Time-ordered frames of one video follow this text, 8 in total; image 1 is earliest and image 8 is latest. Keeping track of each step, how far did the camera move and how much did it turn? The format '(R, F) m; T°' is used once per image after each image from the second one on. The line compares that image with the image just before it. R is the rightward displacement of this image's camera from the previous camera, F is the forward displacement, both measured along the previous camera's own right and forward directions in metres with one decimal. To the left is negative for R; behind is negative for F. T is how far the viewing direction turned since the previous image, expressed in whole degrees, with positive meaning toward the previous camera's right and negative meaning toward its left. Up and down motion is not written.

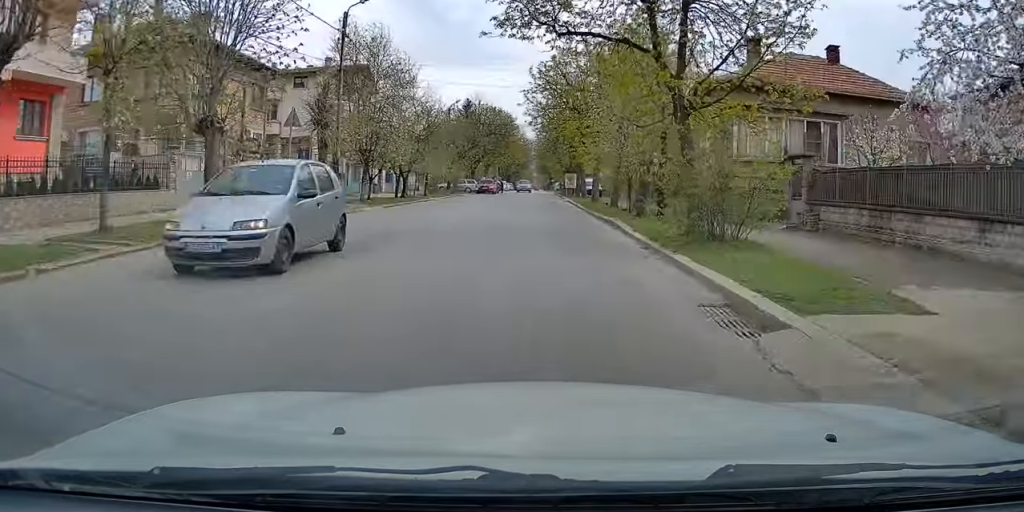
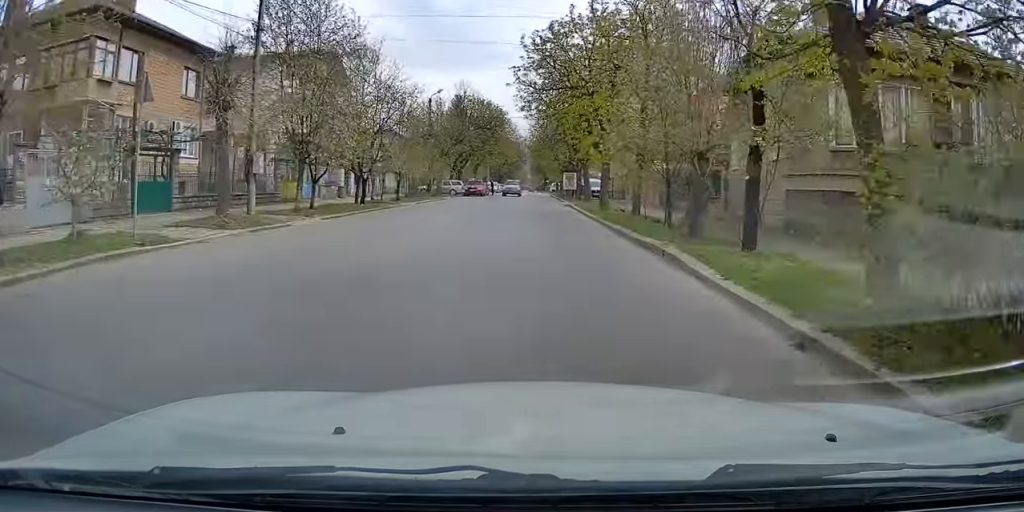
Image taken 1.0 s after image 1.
(+0.3, +7.9) m; +3°
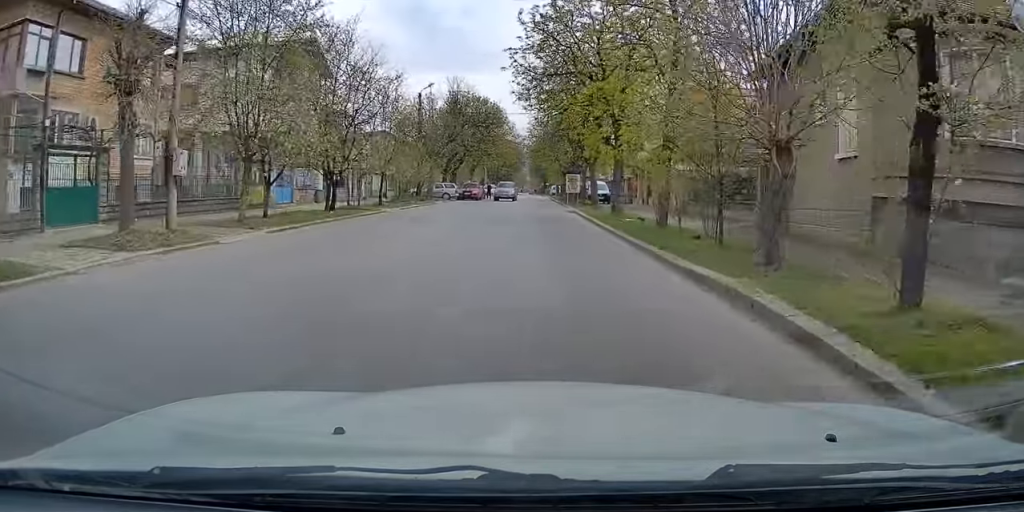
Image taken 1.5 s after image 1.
(+0.1, +4.6) m; -1°
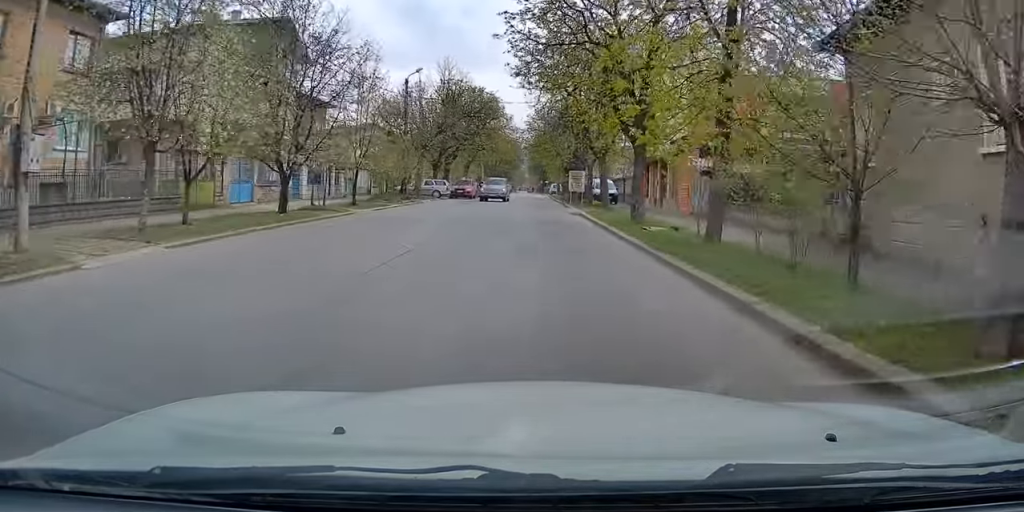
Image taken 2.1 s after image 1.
(+0.1, +5.1) m; -2°
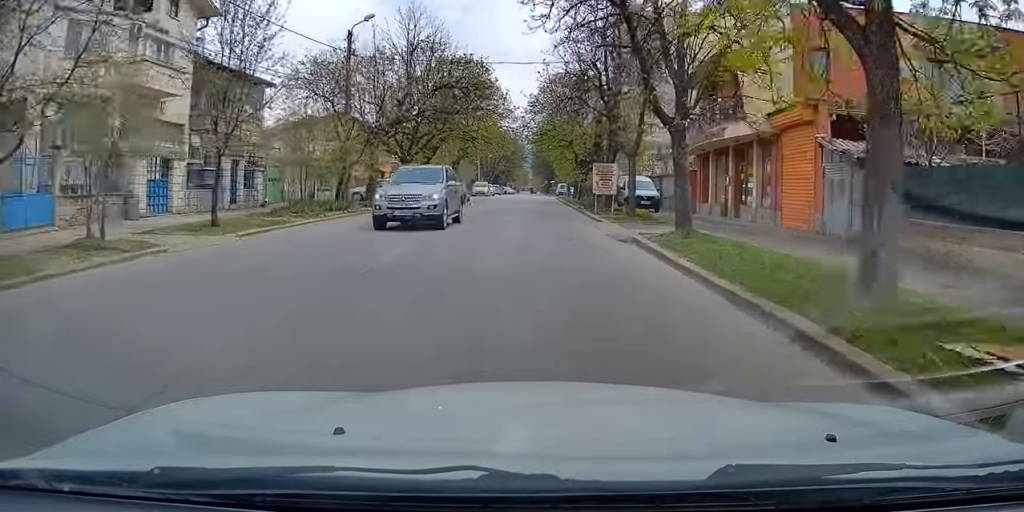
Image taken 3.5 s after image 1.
(-0.7, +14.7) m; -2°
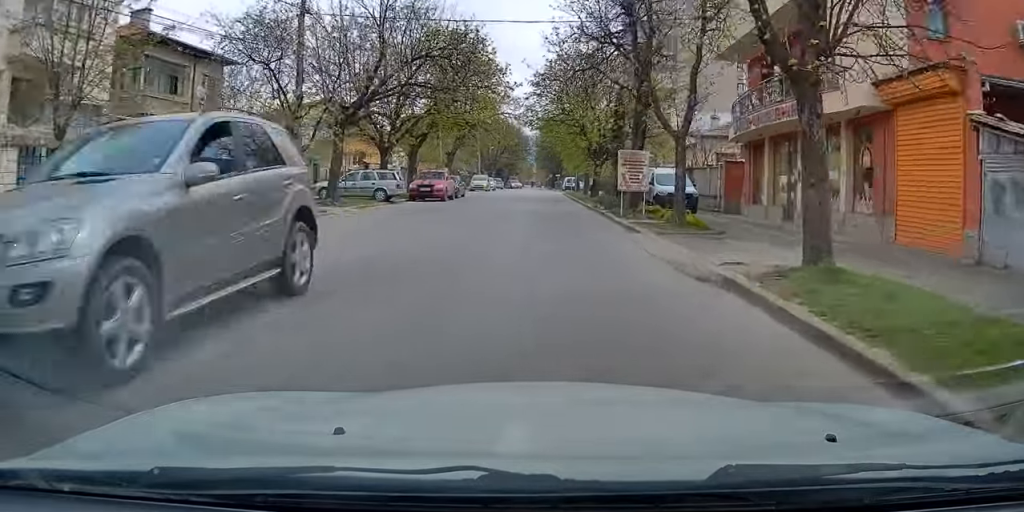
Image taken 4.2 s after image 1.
(+0.1, +6.9) m; +2°
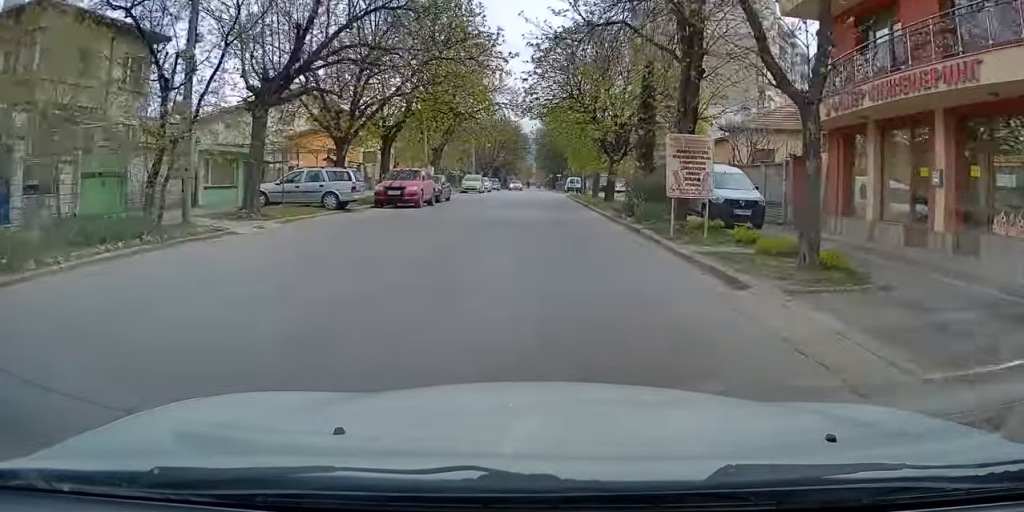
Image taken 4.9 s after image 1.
(+0.2, +7.8) m; -1°
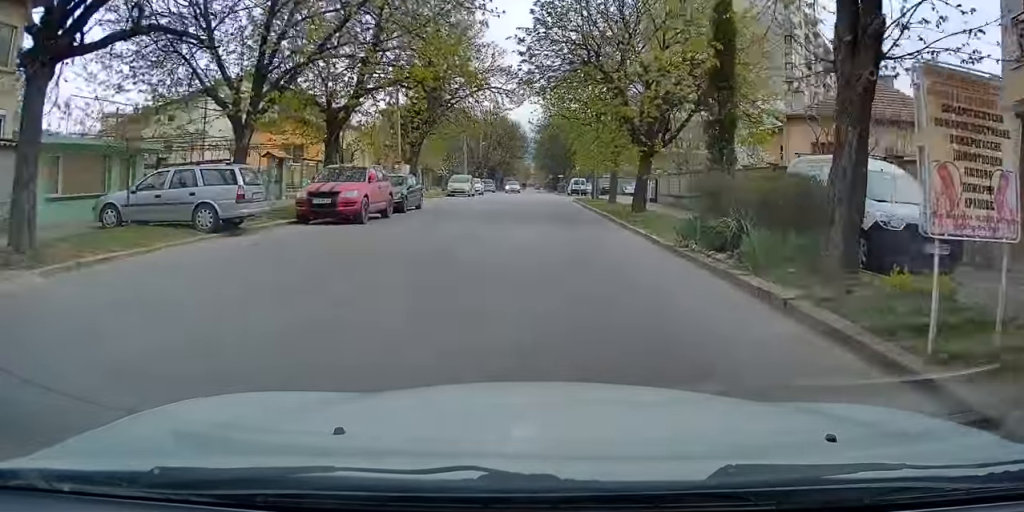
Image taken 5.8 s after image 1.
(-0.2, +9.4) m; +1°
